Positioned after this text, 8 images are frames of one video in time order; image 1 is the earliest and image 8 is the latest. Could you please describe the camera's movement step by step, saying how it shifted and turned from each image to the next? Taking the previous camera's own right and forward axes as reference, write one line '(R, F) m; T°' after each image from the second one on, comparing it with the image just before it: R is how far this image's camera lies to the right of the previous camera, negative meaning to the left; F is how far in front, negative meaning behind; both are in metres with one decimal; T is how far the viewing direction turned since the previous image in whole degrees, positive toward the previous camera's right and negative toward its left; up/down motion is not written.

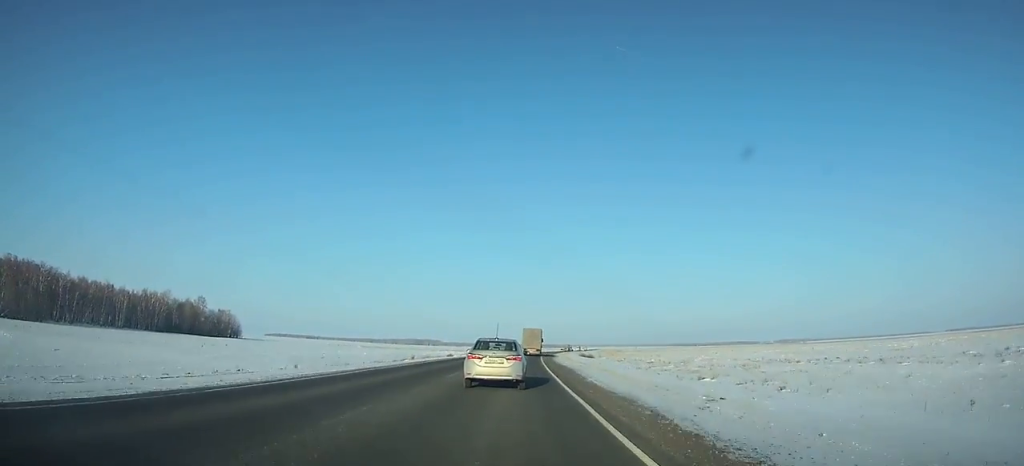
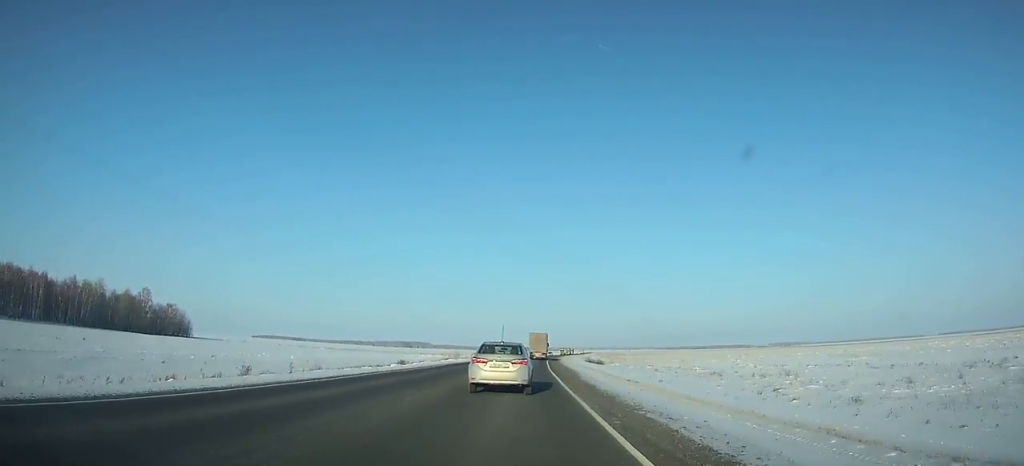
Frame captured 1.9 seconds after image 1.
(+0.4, +42.0) m; +1°
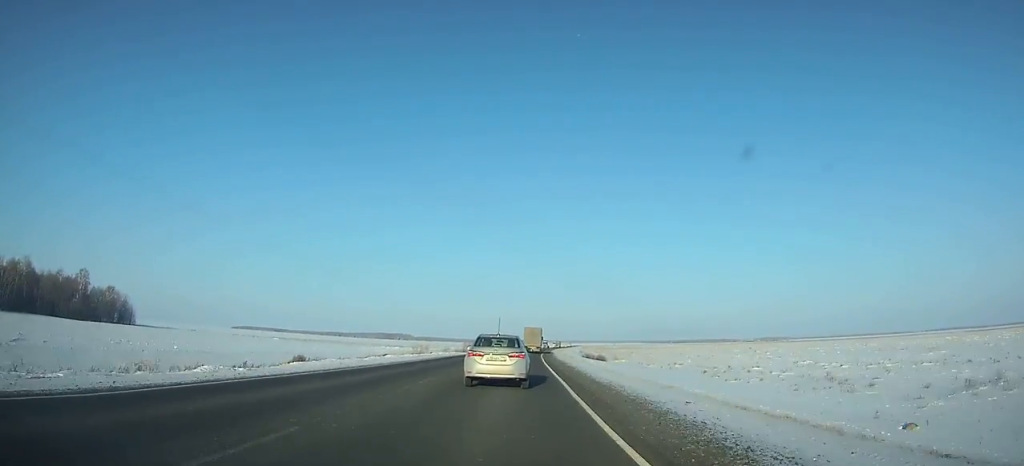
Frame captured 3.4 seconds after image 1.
(0.0, +33.0) m; +1°
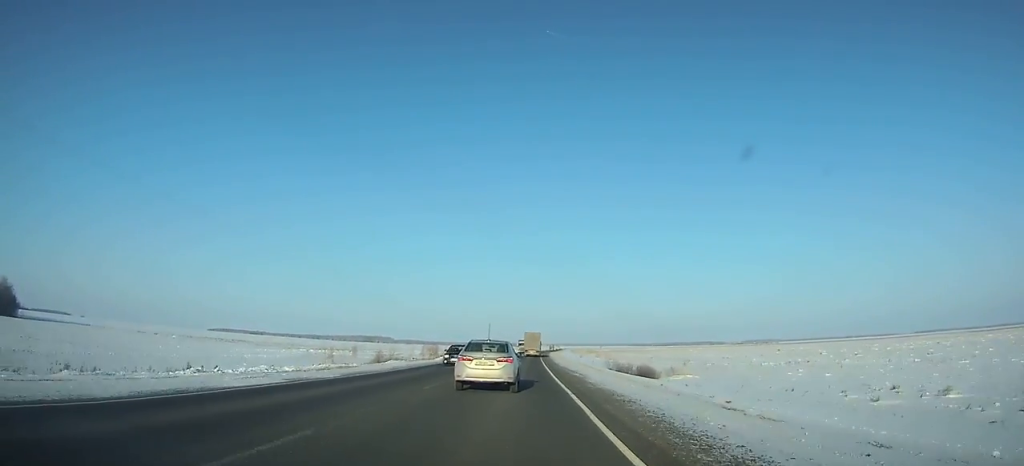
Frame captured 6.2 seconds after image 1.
(+1.1, +61.0) m; +2°
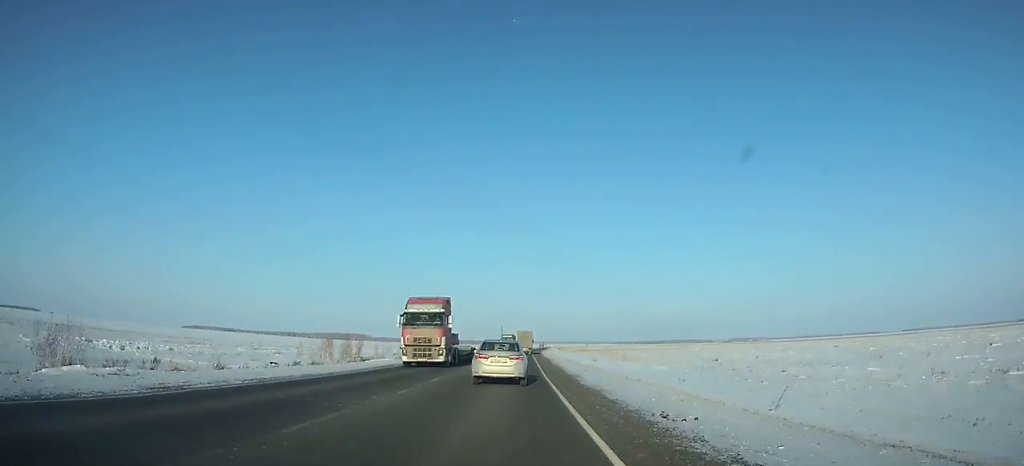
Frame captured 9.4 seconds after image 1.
(+1.0, +69.9) m; +1°
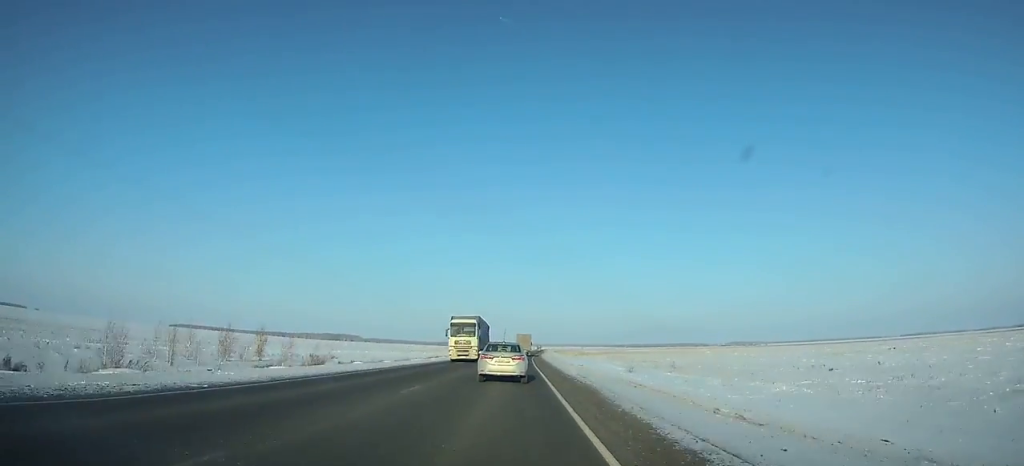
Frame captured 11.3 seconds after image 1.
(+0.4, +42.1) m; +1°
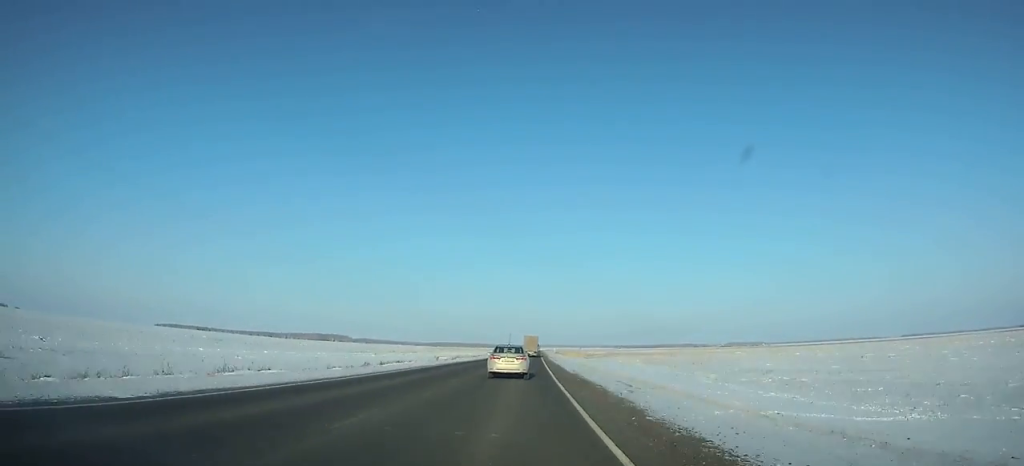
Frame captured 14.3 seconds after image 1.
(+0.5, +67.7) m; +1°
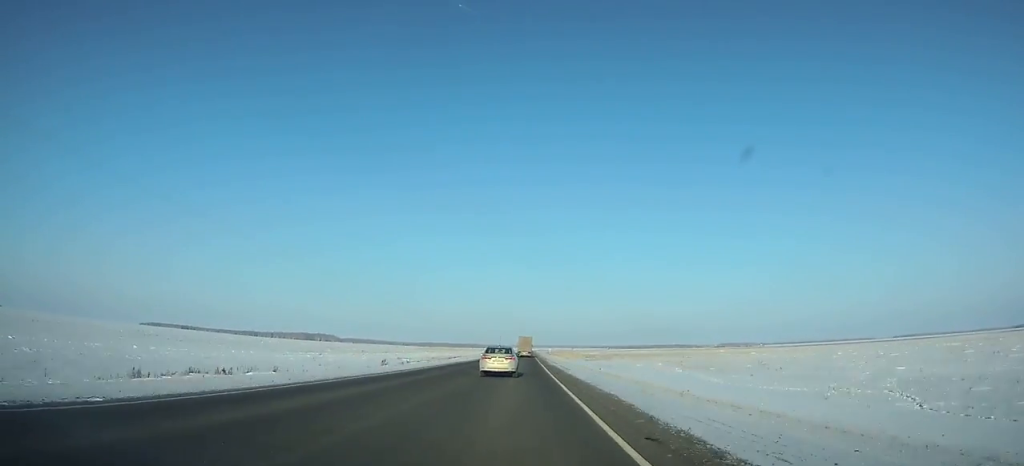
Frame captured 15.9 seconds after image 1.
(0.0, +36.8) m; +1°
